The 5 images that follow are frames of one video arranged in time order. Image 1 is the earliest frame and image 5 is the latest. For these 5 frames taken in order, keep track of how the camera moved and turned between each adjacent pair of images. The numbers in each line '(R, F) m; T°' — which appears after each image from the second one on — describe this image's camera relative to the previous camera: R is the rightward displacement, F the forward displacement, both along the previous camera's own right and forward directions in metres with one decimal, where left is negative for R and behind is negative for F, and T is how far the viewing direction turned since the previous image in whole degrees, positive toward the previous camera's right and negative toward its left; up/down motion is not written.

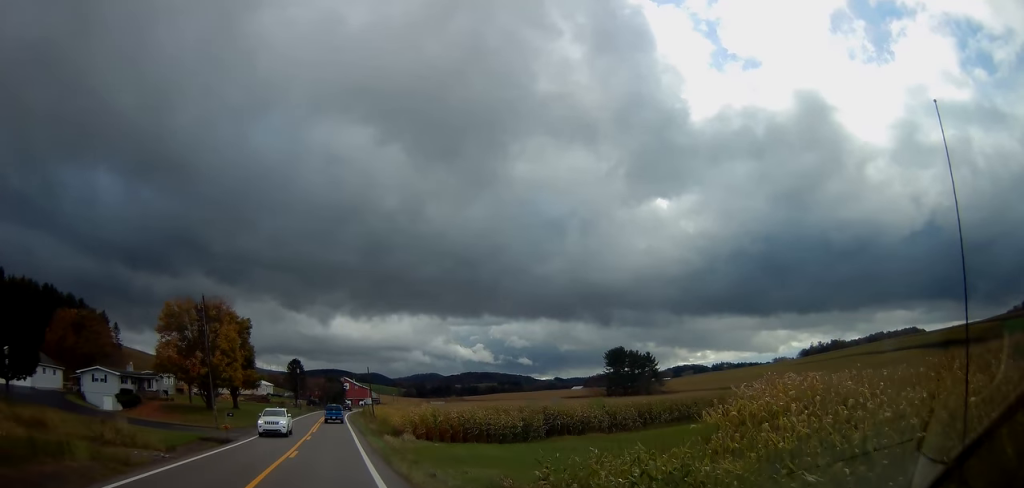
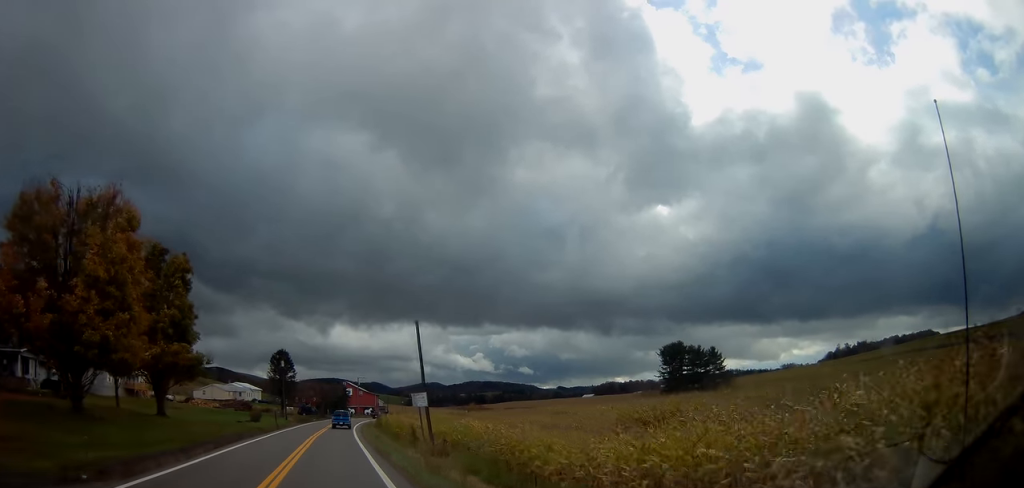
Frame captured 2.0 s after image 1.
(-0.4, +36.4) m; 0°
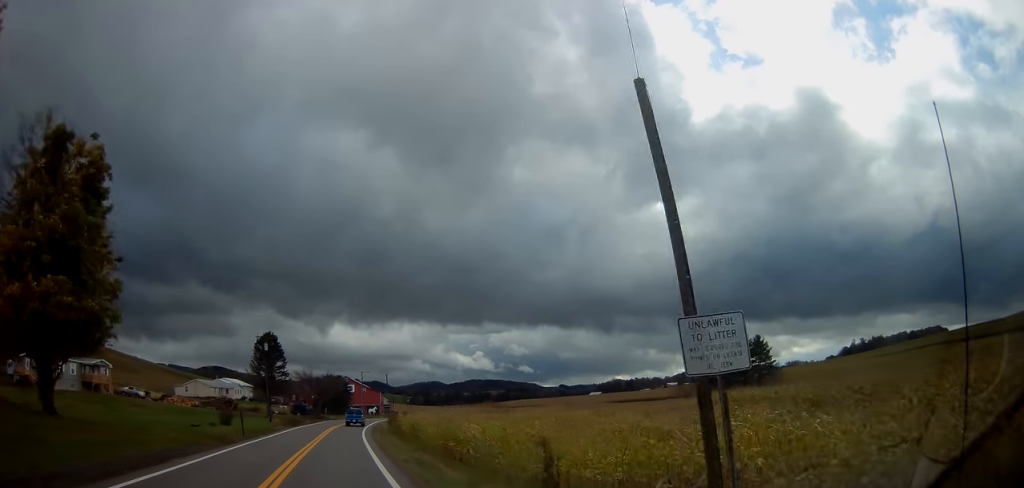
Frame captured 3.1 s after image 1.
(0.0, +20.0) m; 0°
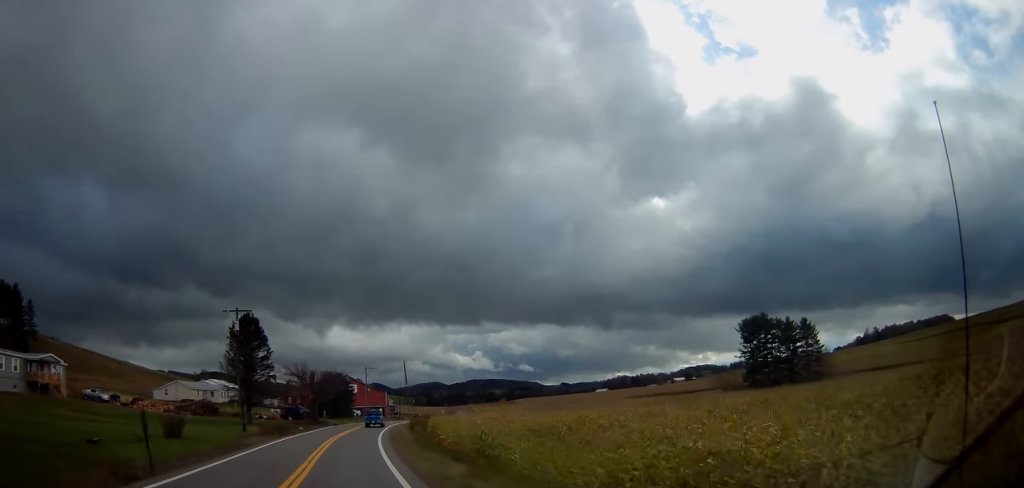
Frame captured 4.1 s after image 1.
(0.0, +18.2) m; +1°
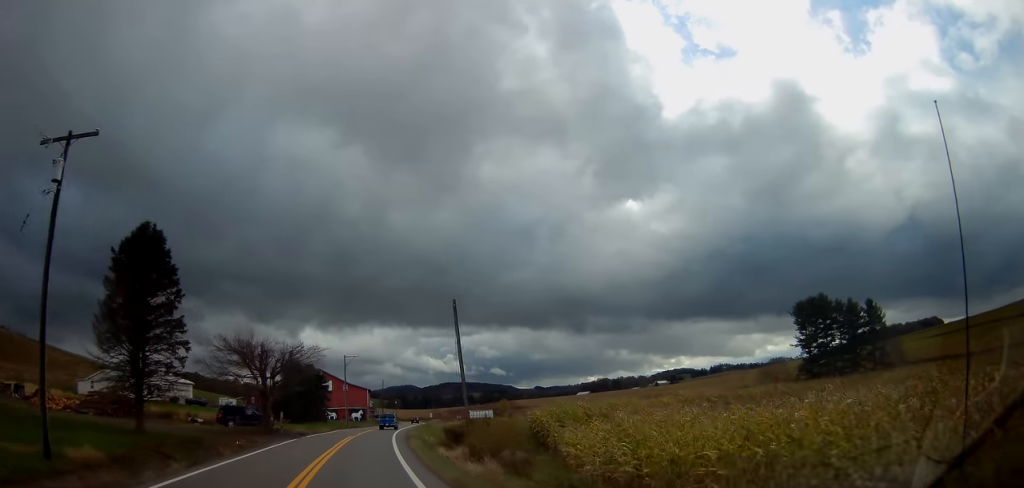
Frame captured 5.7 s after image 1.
(+0.7, +29.0) m; +3°
